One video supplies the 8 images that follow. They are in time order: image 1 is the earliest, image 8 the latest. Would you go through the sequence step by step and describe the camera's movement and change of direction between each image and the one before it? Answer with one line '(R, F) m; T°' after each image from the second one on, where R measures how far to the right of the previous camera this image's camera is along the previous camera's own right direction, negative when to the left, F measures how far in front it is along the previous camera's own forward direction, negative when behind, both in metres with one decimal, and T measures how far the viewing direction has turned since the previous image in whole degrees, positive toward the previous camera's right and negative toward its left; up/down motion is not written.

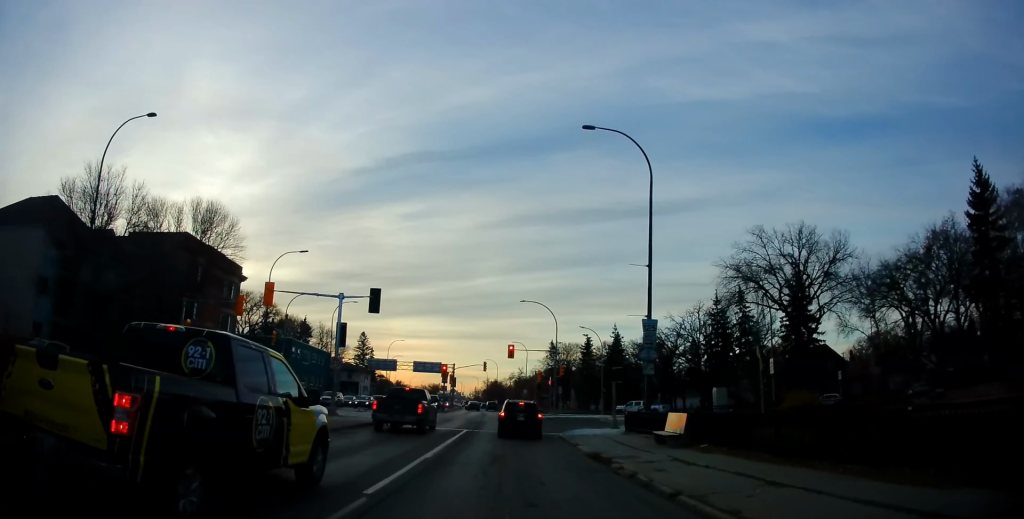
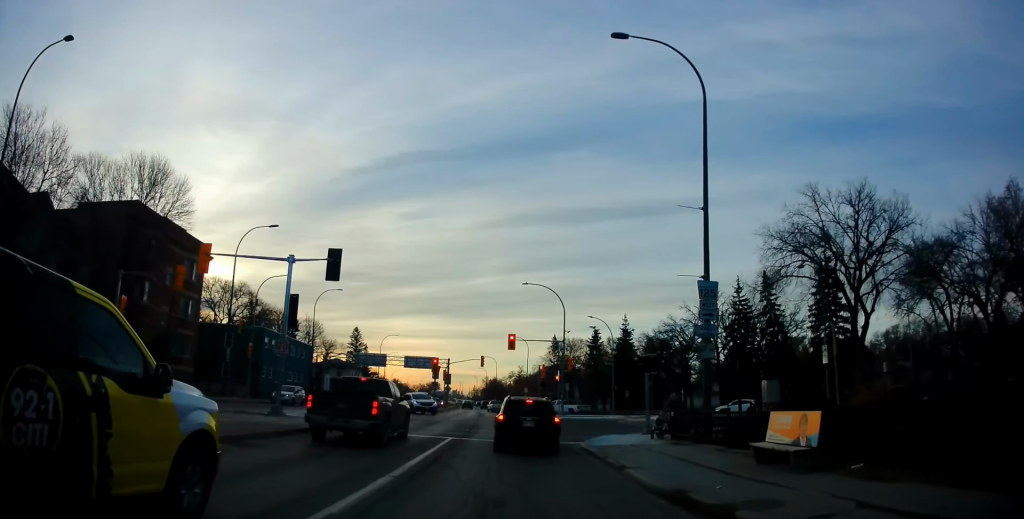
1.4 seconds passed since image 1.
(-0.7, +7.6) m; -3°
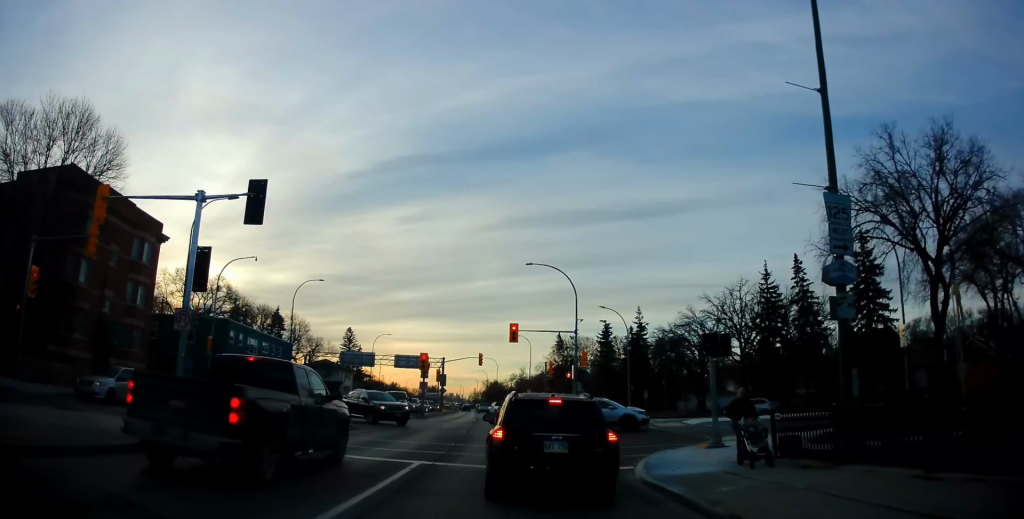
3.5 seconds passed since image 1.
(+0.3, +8.0) m; +2°
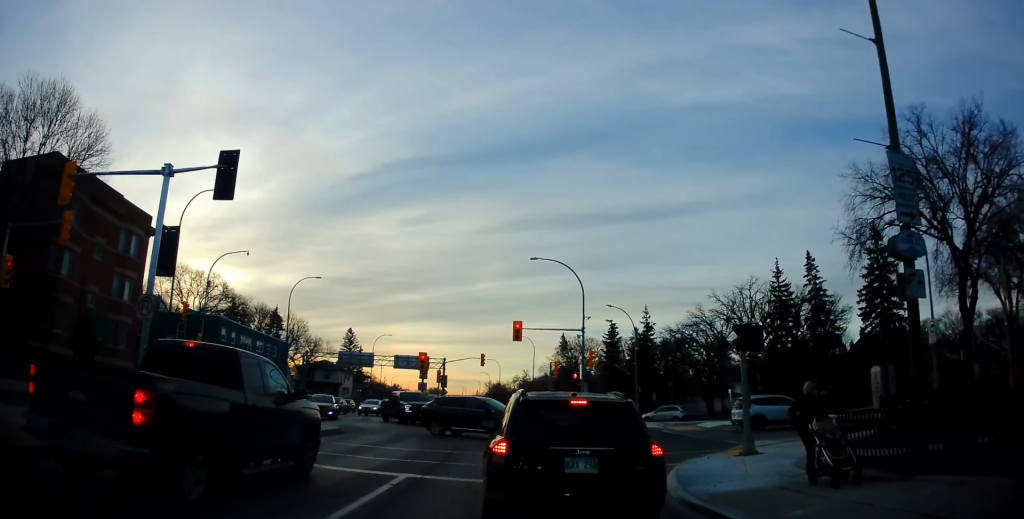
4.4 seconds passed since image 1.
(+0.1, +2.0) m; 0°
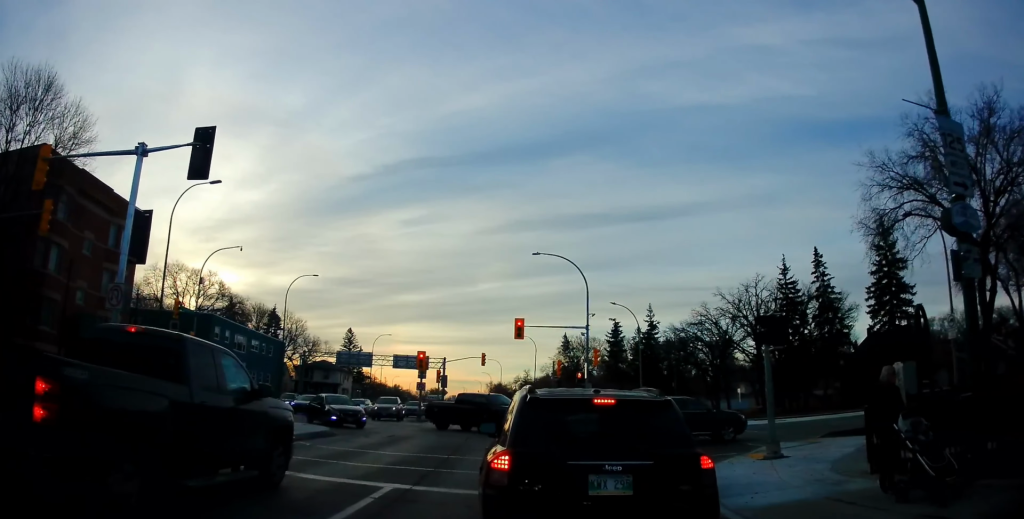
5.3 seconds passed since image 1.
(-0.3, +1.0) m; 0°
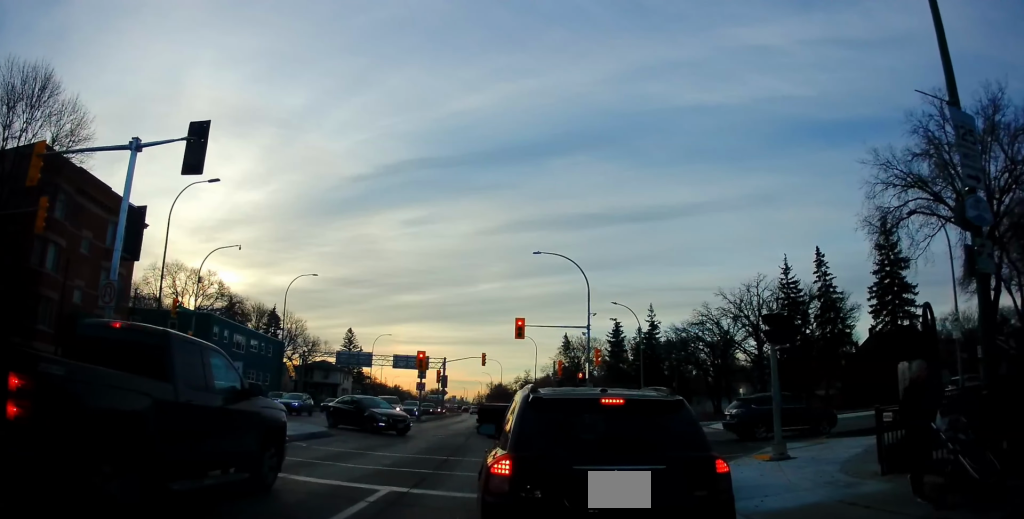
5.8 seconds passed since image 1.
(-0.2, +0.2) m; 0°
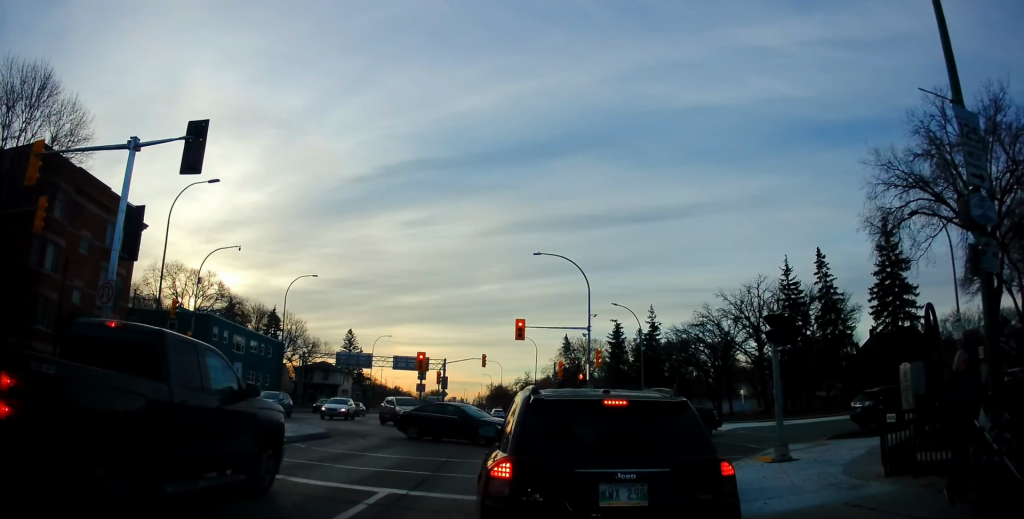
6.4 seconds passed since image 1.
(+0.1, +0.2) m; 0°
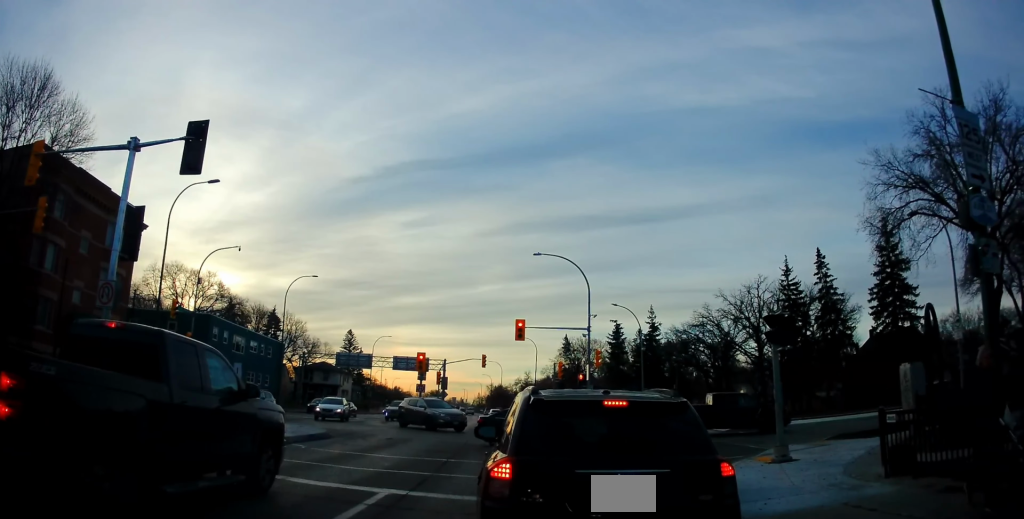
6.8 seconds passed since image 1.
(0.0, +0.1) m; 0°
